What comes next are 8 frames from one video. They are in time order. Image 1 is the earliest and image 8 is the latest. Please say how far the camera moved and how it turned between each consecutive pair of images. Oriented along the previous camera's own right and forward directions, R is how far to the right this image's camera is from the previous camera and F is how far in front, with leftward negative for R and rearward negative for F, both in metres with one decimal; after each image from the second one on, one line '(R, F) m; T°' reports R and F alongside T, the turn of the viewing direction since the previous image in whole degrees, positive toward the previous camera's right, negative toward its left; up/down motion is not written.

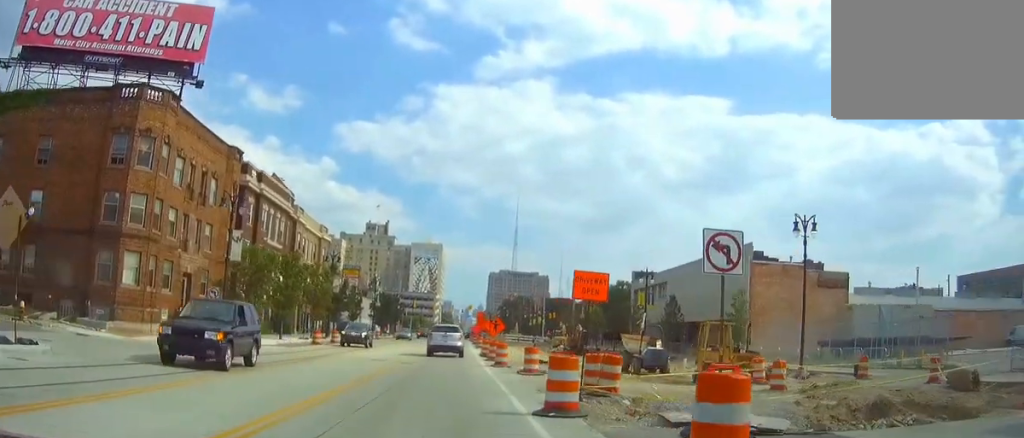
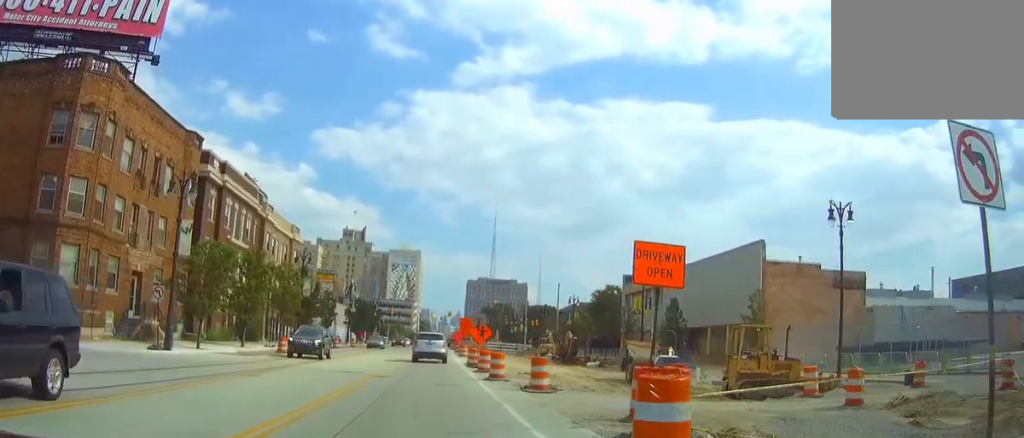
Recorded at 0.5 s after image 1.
(+0.1, +5.6) m; +2°
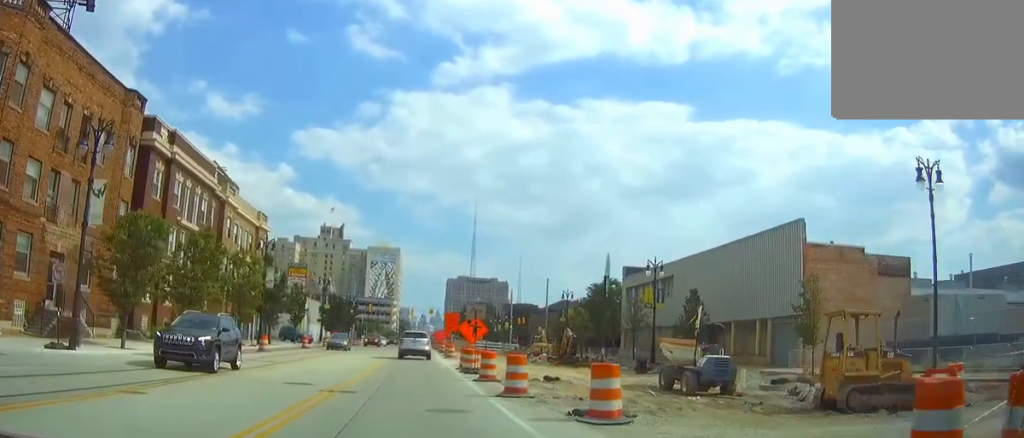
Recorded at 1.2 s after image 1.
(+0.2, +8.3) m; +1°
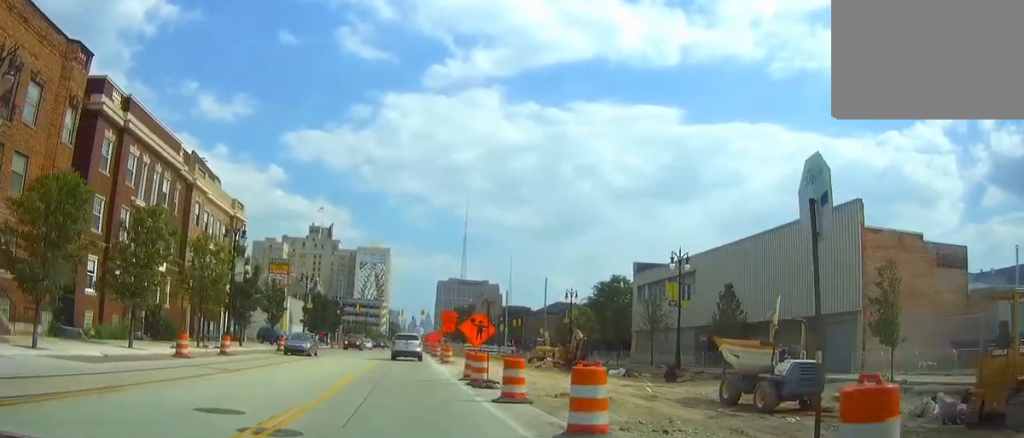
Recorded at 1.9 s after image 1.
(0.0, +7.6) m; 0°
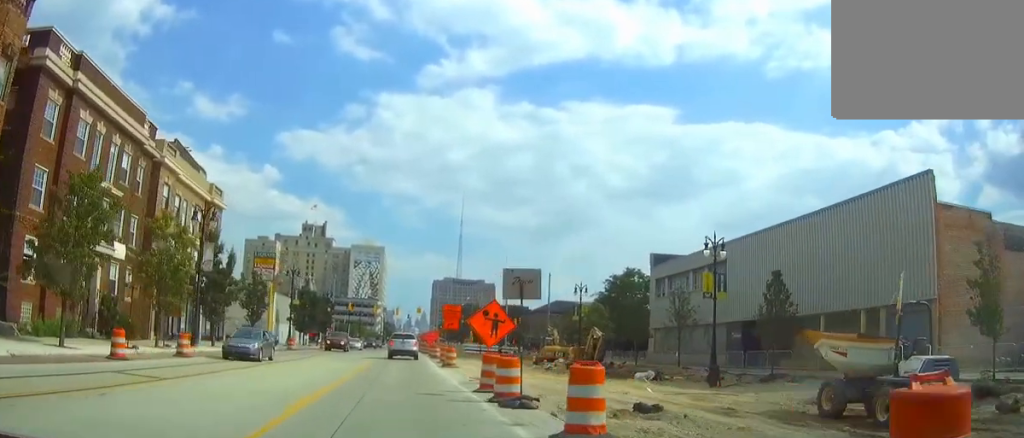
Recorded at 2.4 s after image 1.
(0.0, +6.7) m; 0°
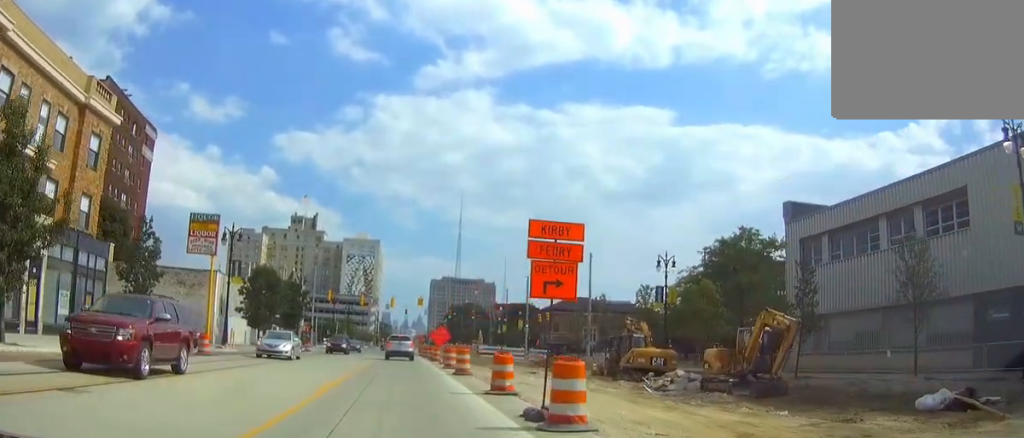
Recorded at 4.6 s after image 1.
(+0.2, +26.8) m; +1°
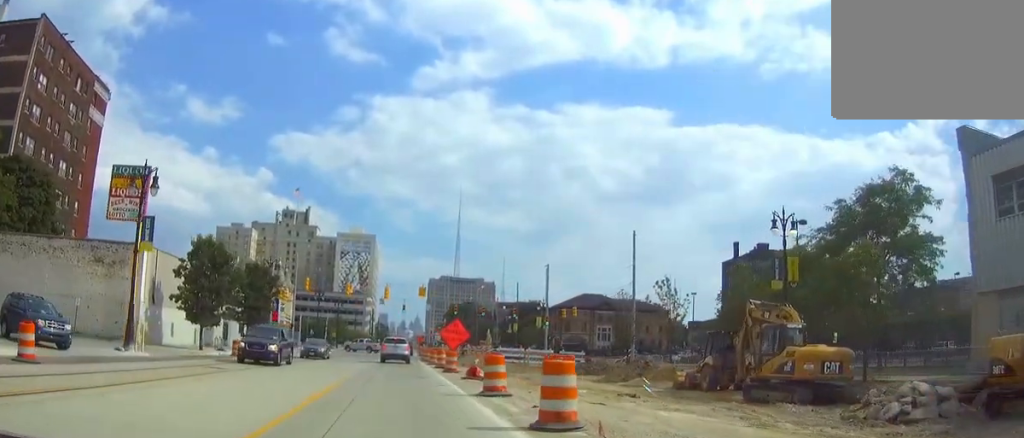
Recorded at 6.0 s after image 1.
(-0.1, +17.7) m; -1°
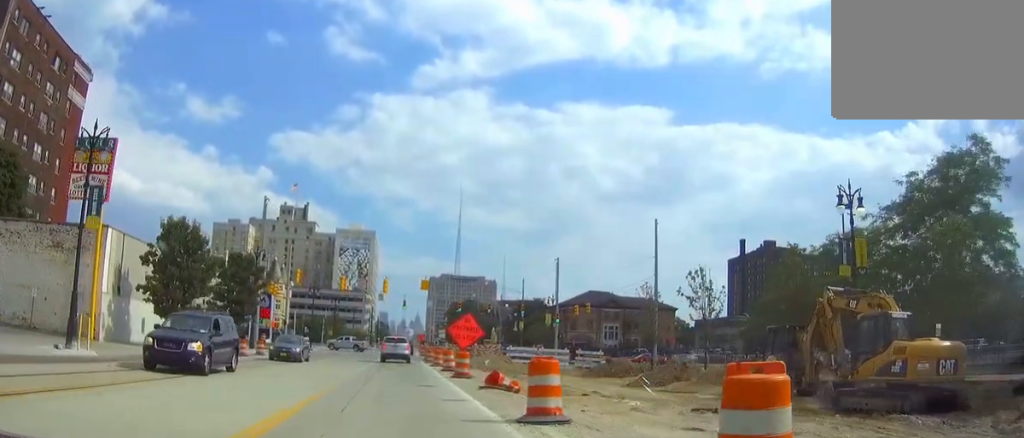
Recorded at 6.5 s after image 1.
(0.0, +6.2) m; 0°
